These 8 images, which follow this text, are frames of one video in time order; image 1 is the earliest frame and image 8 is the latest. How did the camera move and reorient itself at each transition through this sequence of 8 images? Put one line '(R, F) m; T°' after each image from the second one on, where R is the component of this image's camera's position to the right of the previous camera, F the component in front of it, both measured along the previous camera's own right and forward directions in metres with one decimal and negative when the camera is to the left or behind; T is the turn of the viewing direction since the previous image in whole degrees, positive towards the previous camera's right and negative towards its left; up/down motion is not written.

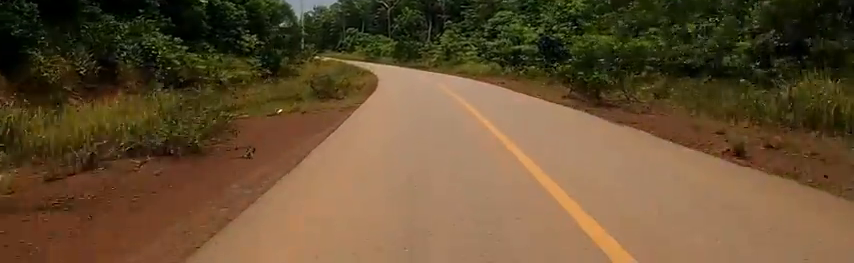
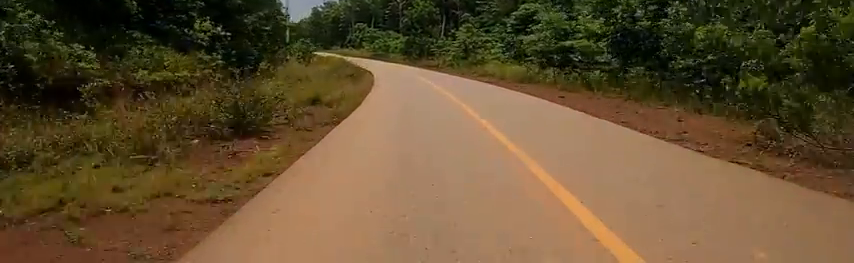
(+0.1, +8.6) m; -2°
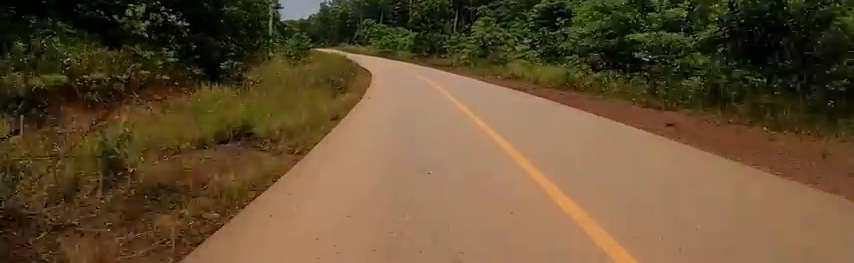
(-0.1, +6.0) m; -1°
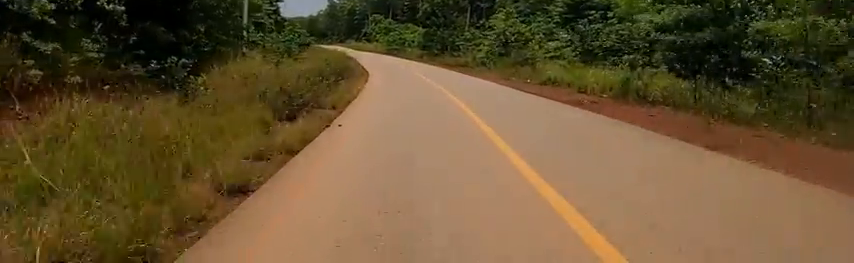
(-0.2, +6.0) m; -1°
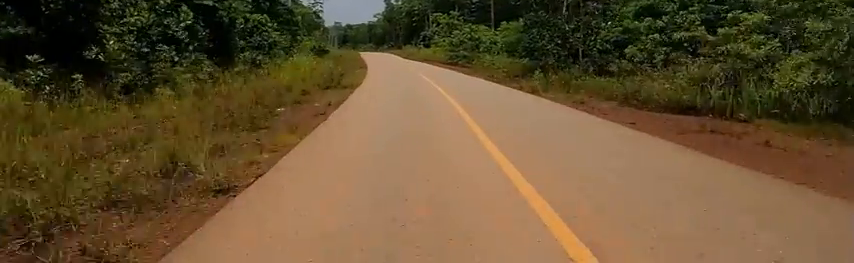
(-1.9, +28.6) m; -8°
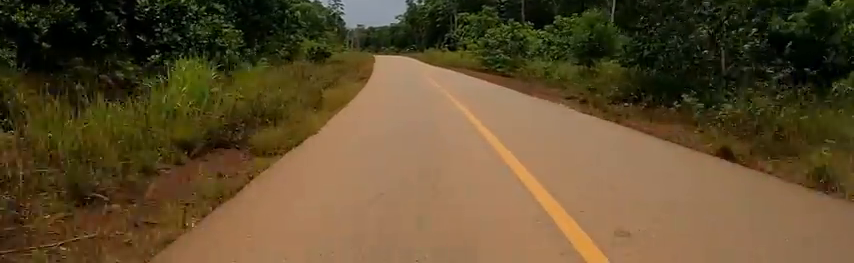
(-0.3, +10.9) m; -3°
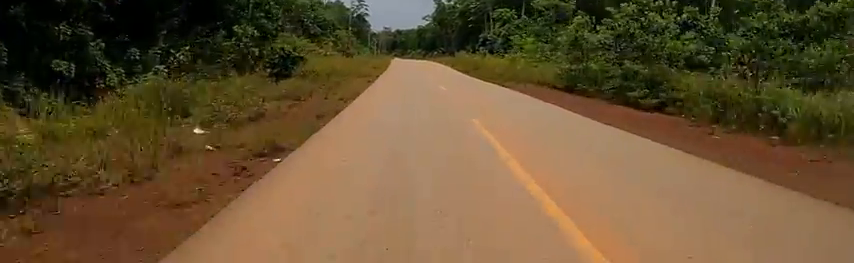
(-0.9, +18.9) m; -5°
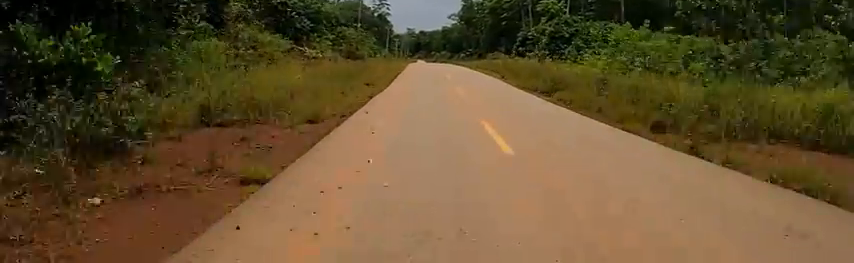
(-0.6, +17.7) m; 0°
